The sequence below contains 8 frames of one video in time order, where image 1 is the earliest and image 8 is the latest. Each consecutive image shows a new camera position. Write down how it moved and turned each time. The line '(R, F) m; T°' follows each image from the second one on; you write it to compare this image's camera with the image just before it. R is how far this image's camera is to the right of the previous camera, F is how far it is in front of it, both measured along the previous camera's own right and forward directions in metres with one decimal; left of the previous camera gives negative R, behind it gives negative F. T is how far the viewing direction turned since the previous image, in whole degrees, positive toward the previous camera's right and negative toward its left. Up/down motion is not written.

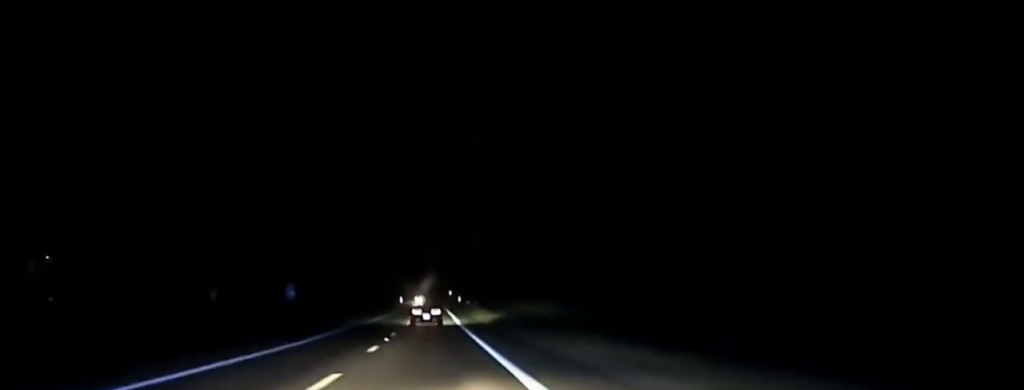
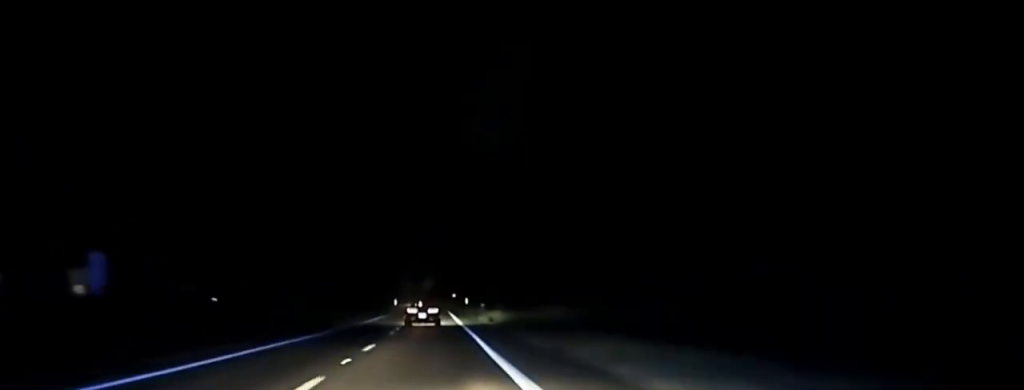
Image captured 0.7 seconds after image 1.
(+0.1, +31.8) m; 0°
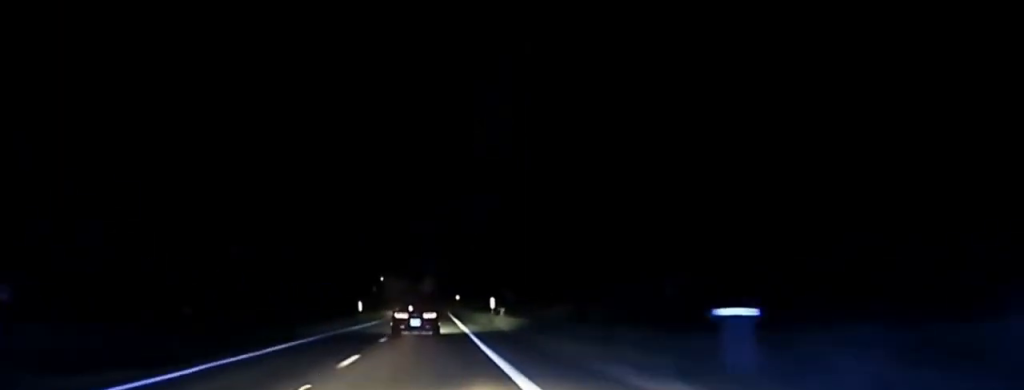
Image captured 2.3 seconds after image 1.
(-0.1, +72.5) m; 0°
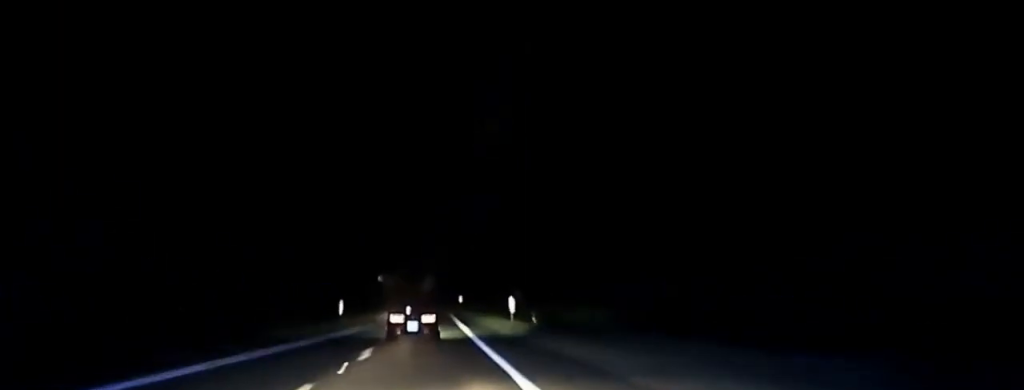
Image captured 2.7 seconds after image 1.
(-0.1, +19.6) m; 0°
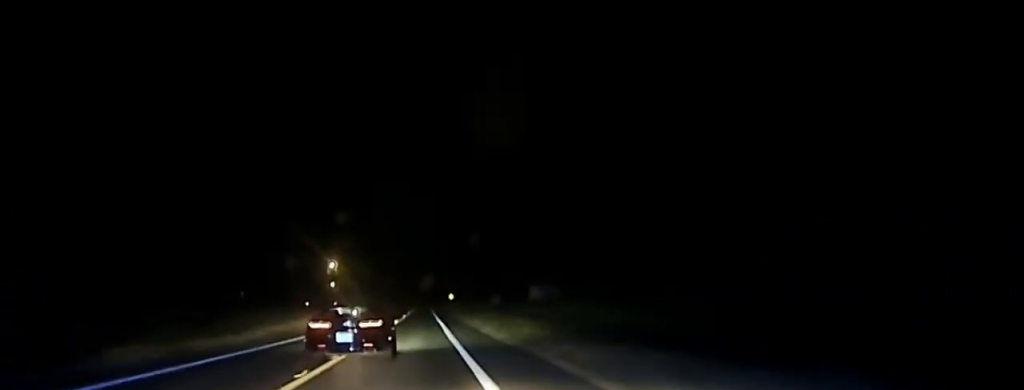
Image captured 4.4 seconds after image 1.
(+0.7, +74.1) m; +1°
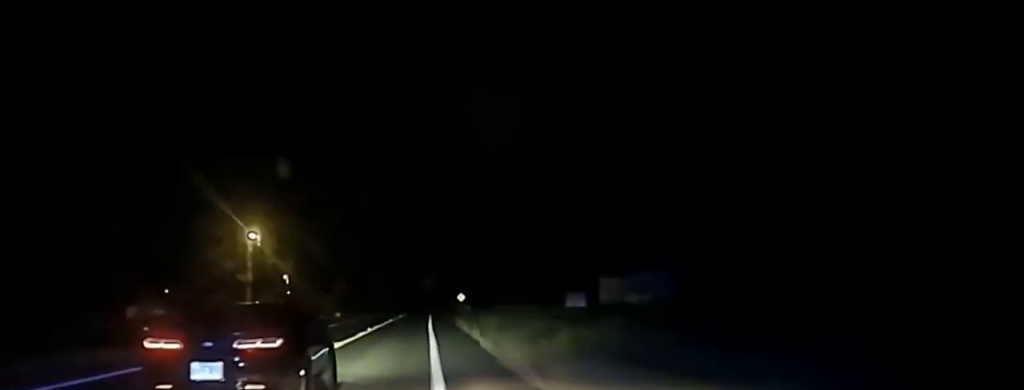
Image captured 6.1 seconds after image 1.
(-0.3, +66.8) m; 0°
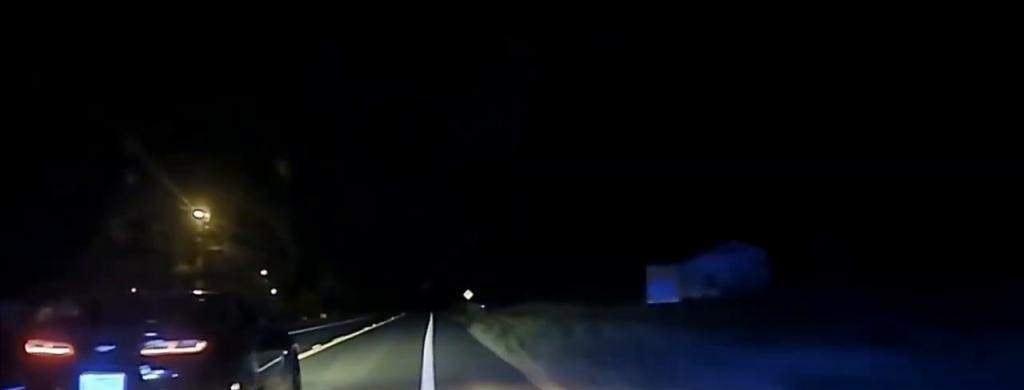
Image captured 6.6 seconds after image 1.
(+0.1, +18.8) m; 0°
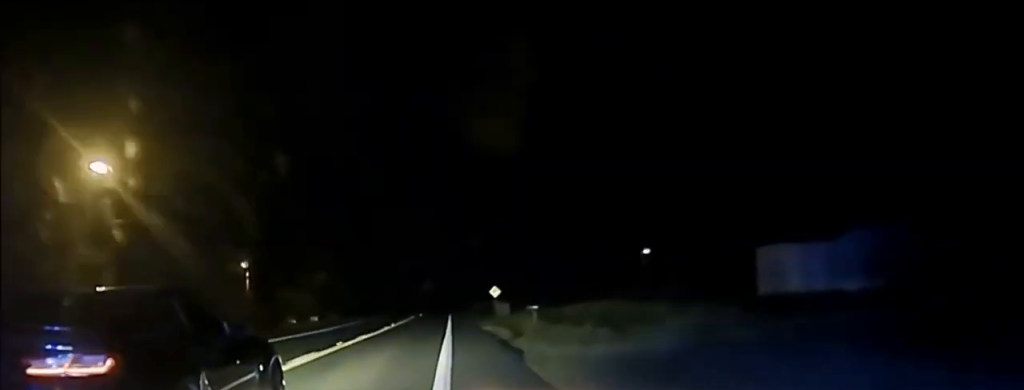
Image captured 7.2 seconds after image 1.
(0.0, +22.0) m; 0°
